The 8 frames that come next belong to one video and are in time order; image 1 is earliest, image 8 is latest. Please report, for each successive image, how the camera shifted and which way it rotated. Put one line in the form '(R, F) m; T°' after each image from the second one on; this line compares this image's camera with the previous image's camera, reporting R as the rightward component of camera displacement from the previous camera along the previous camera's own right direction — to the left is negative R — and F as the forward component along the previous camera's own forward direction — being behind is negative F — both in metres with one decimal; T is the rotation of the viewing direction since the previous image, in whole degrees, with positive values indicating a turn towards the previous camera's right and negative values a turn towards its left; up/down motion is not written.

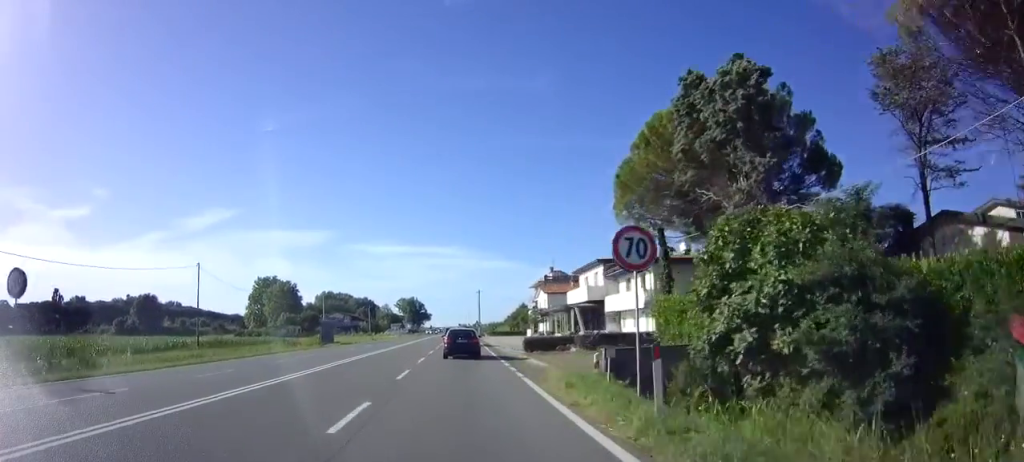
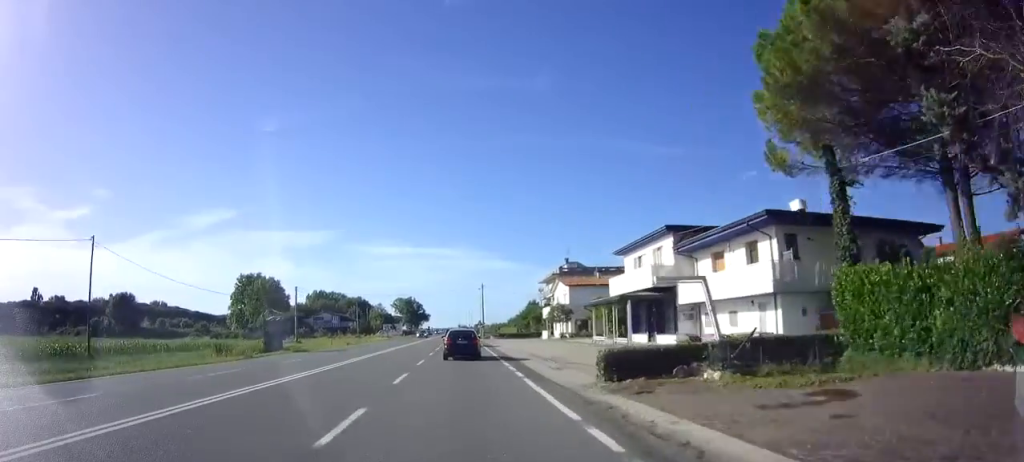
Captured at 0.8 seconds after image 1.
(0.0, +15.8) m; 0°
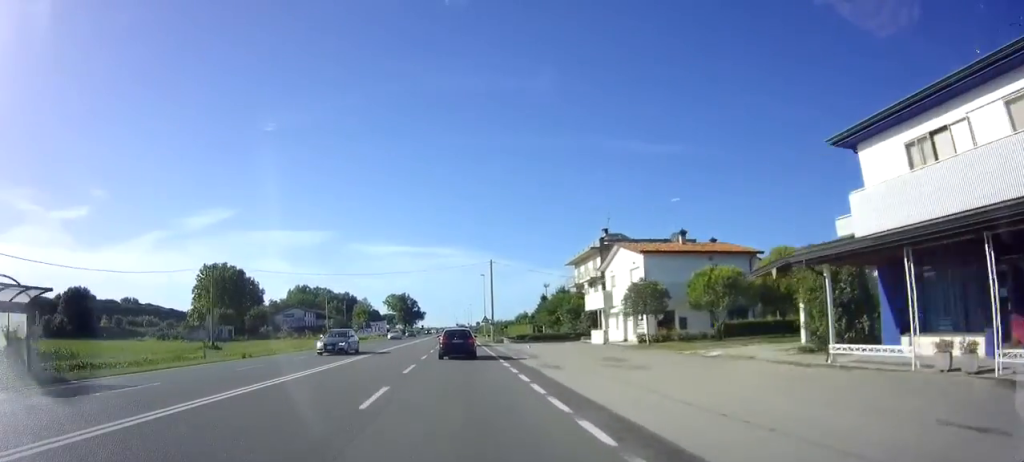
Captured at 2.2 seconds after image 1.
(0.0, +26.4) m; 0°
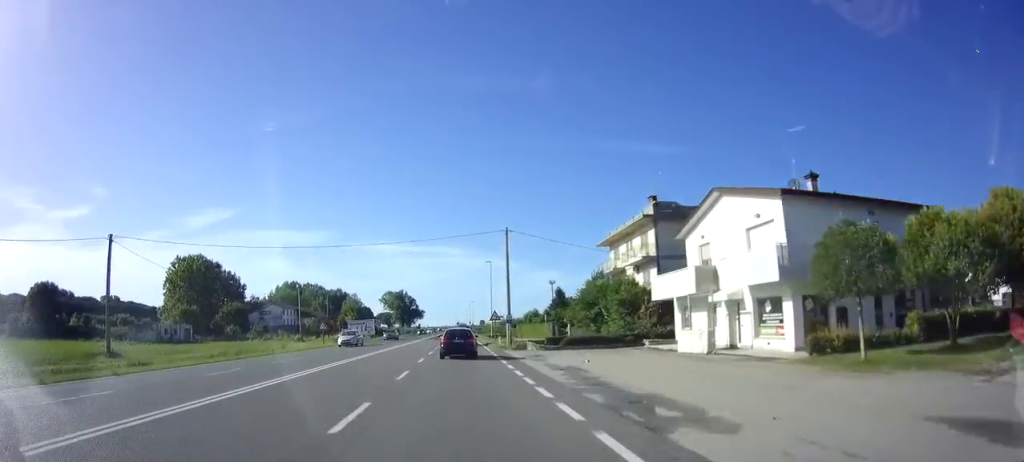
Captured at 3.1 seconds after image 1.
(0.0, +17.6) m; 0°
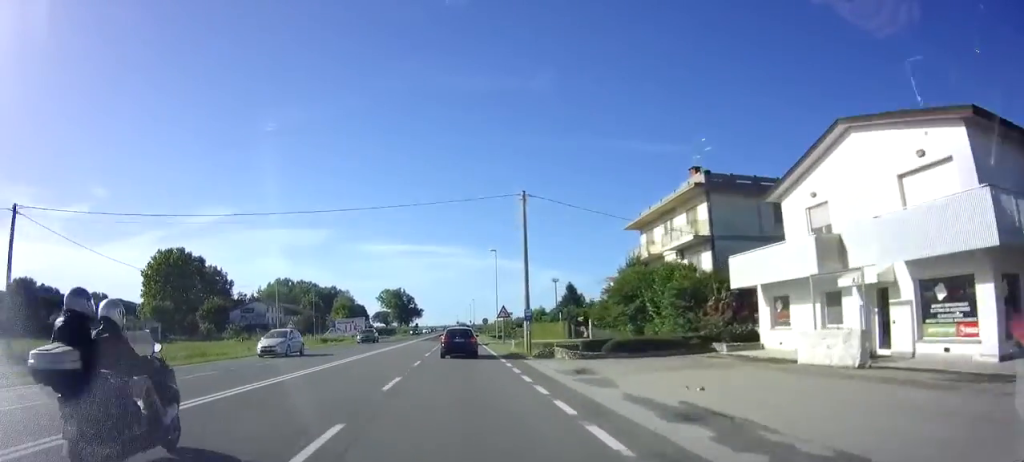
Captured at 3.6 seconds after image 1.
(0.0, +9.8) m; 0°
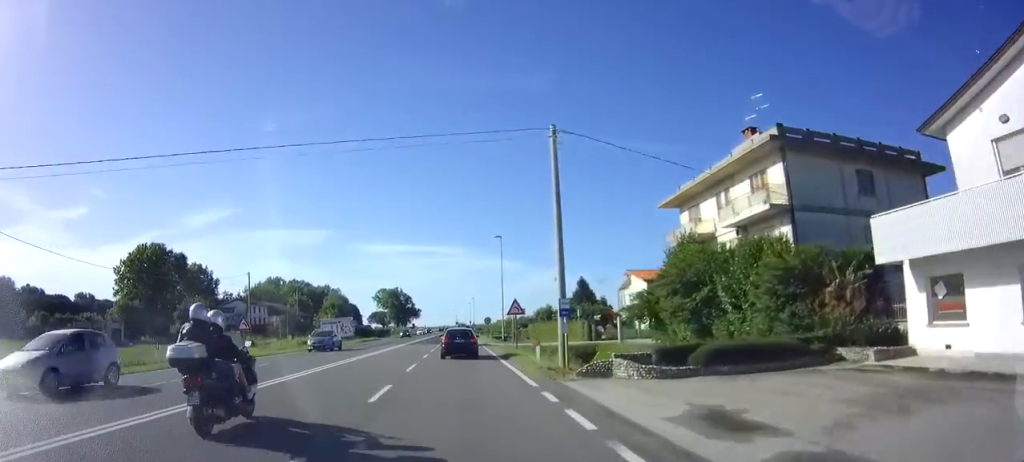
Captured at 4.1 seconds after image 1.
(0.0, +9.2) m; 0°
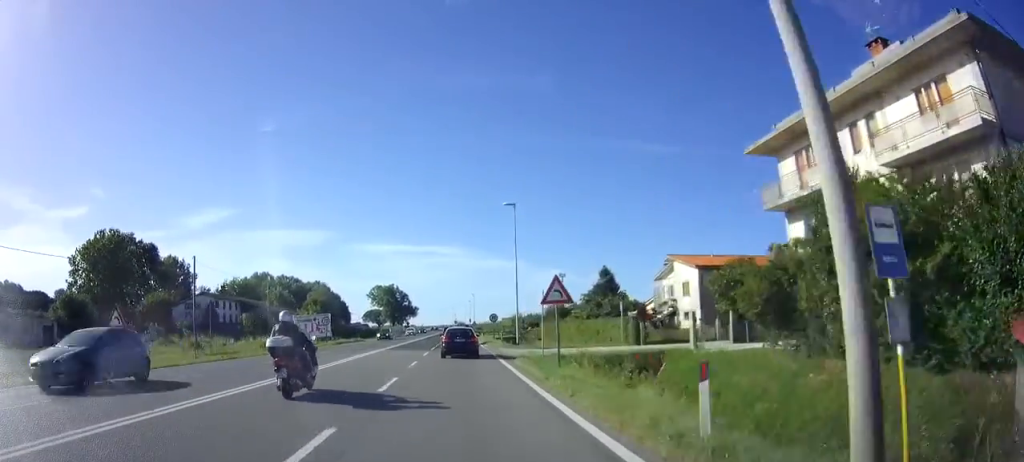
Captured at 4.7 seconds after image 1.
(0.0, +13.2) m; 0°
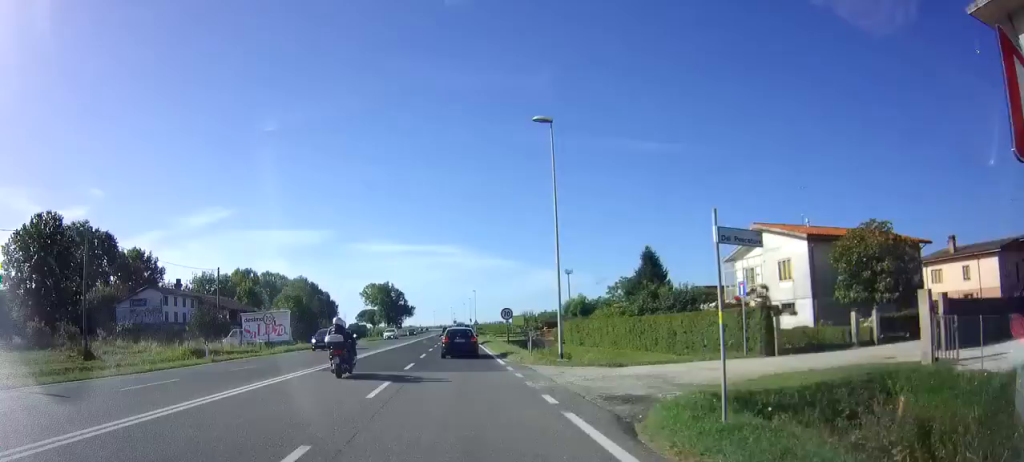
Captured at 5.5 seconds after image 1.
(0.0, +15.9) m; 0°
